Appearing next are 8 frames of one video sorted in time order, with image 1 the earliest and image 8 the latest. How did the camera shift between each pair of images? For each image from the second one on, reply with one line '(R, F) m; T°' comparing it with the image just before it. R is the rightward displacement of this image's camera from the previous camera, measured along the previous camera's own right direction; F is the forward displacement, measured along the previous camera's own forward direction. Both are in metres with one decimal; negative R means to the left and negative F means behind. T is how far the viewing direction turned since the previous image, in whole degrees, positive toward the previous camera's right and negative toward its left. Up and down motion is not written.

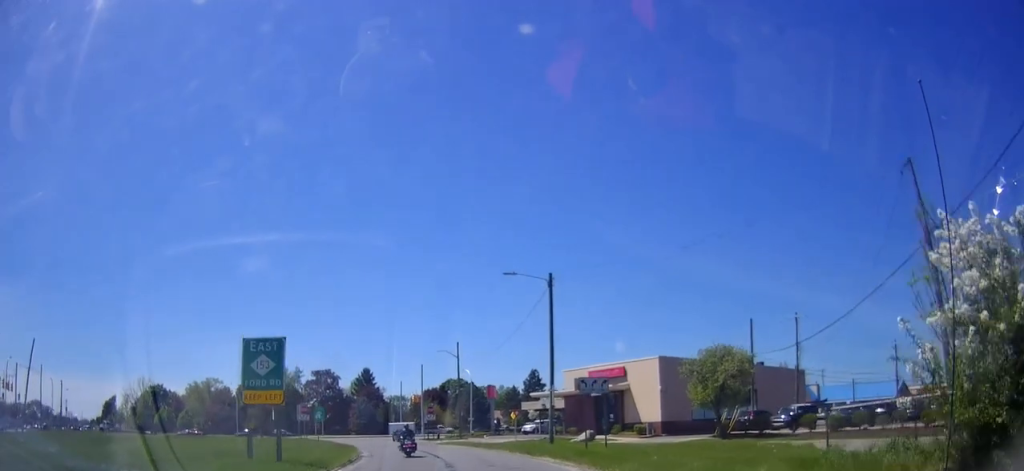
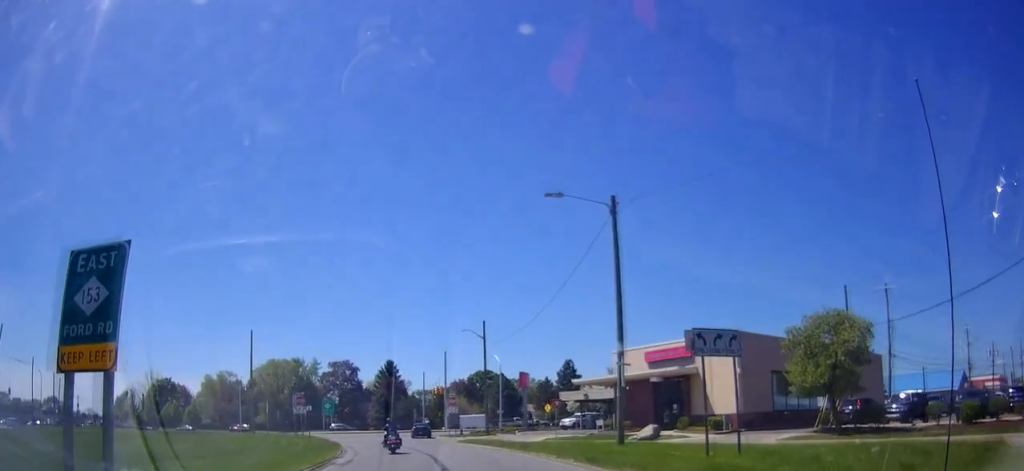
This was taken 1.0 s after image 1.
(+0.3, +10.6) m; -2°
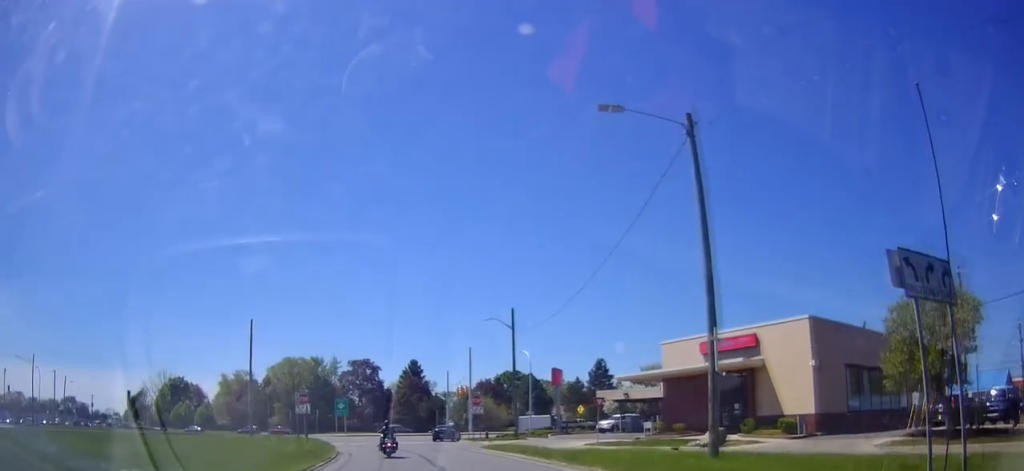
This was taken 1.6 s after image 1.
(-0.4, +6.5) m; -2°
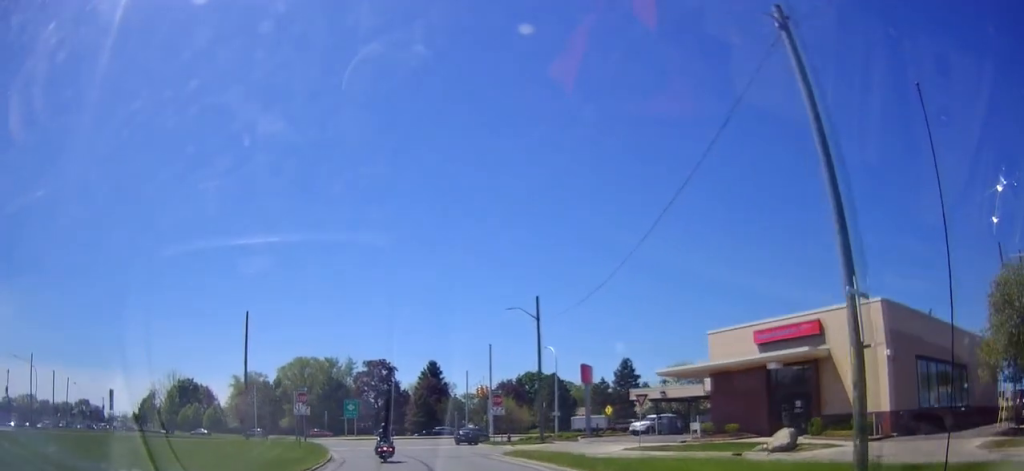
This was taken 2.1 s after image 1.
(-0.1, +5.3) m; -2°
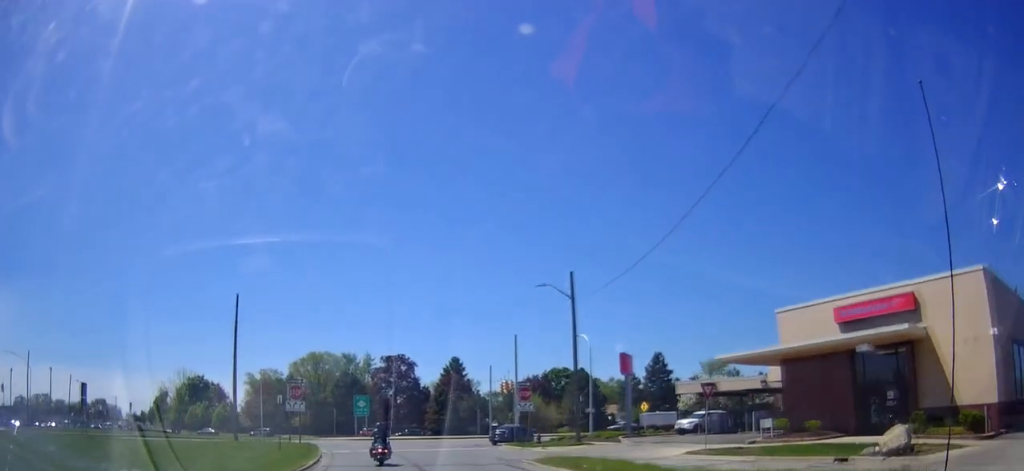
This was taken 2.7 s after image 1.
(+0.2, +6.1) m; -3°
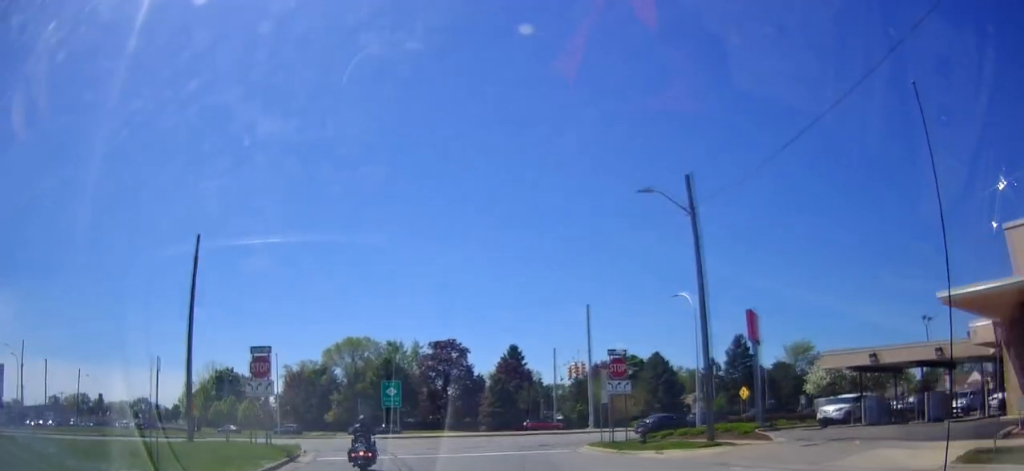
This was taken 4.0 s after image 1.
(-0.9, +12.7) m; -5°
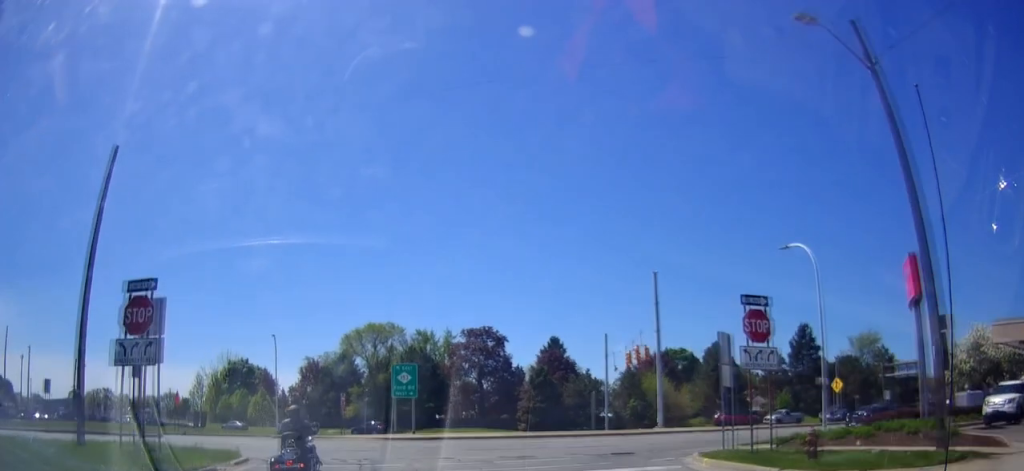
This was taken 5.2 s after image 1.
(+0.1, +10.0) m; -2°
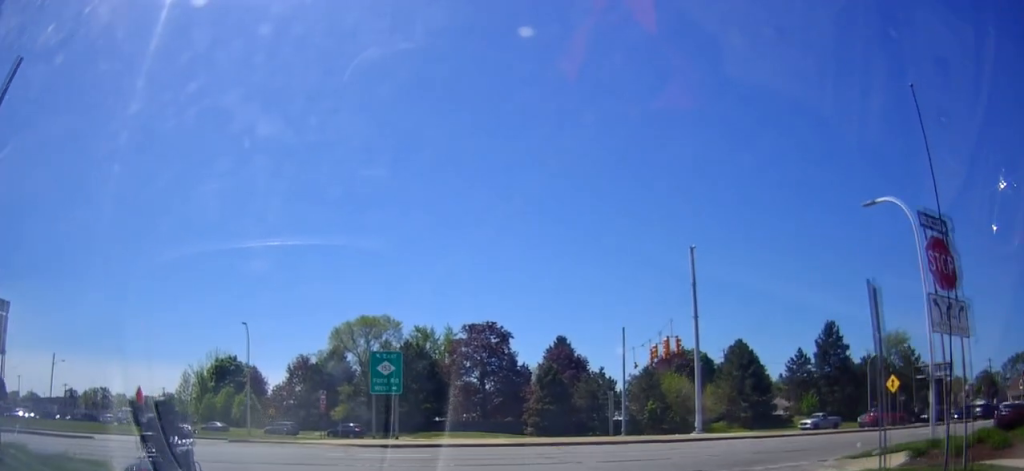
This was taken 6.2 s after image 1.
(-0.3, +7.2) m; -4°
